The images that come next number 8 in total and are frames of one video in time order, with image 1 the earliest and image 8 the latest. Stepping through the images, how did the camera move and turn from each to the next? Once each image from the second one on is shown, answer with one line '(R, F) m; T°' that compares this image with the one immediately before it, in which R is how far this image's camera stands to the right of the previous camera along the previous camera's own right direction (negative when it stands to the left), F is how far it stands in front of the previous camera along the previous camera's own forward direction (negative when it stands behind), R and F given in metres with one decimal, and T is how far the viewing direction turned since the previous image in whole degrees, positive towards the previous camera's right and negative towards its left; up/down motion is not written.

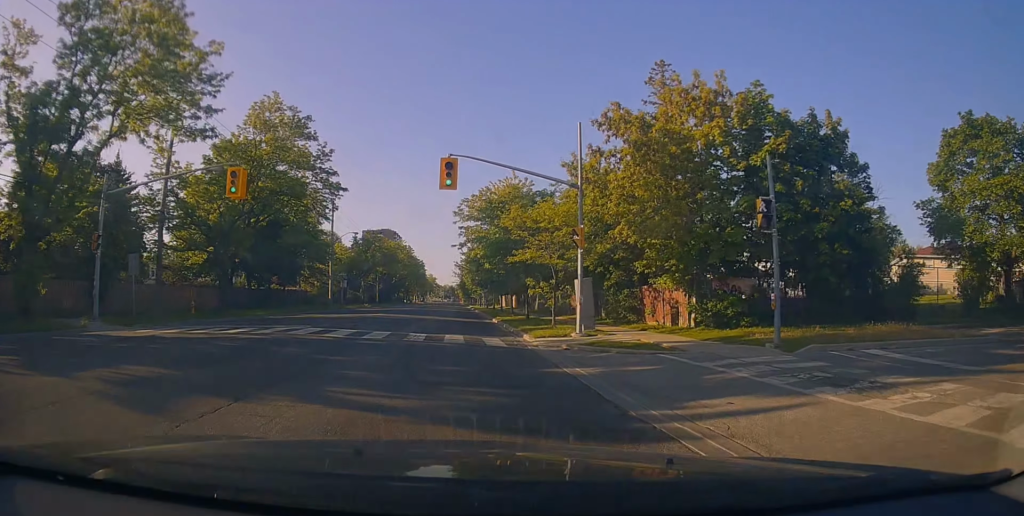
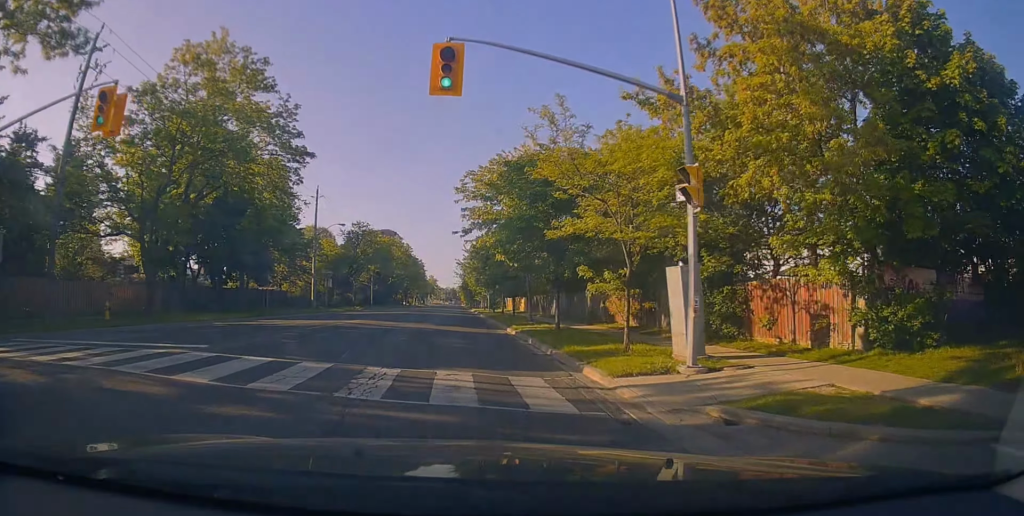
(0.0, +9.4) m; 0°
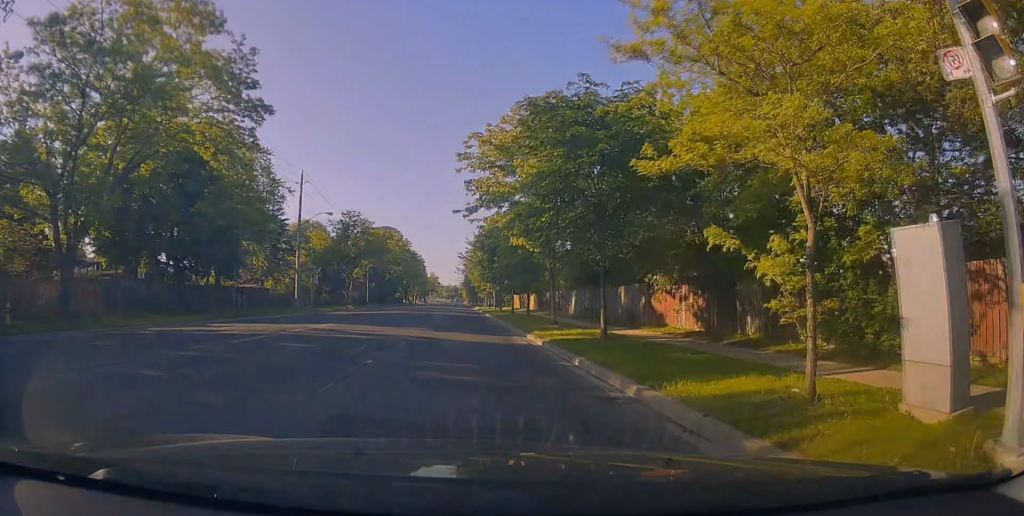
(+0.1, +6.9) m; 0°
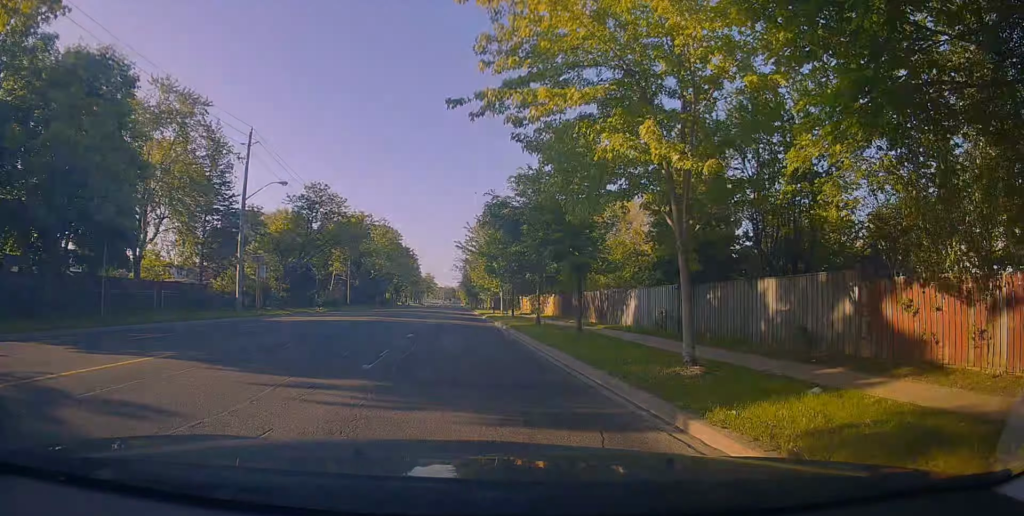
(-0.2, +14.1) m; -1°
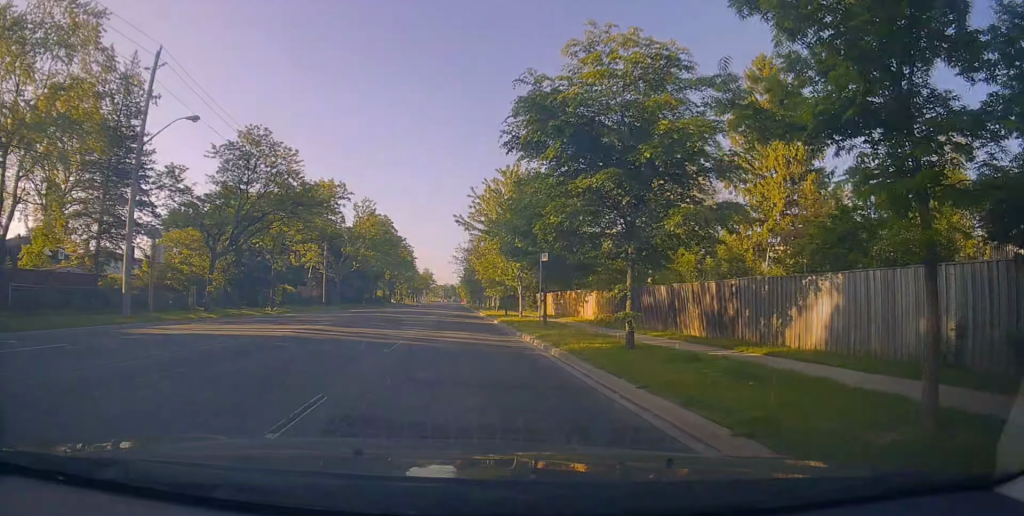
(-0.1, +15.1) m; +1°
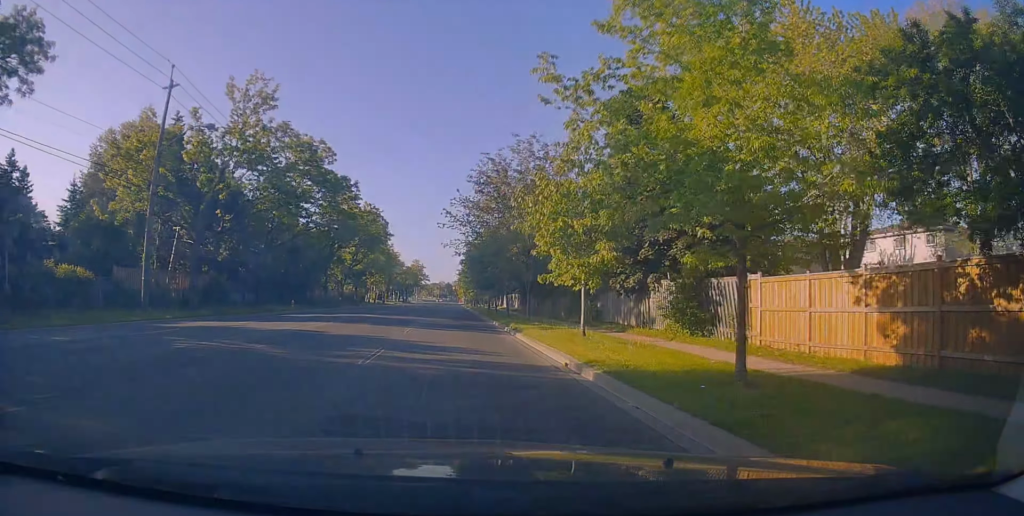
(+0.7, +38.6) m; +1°
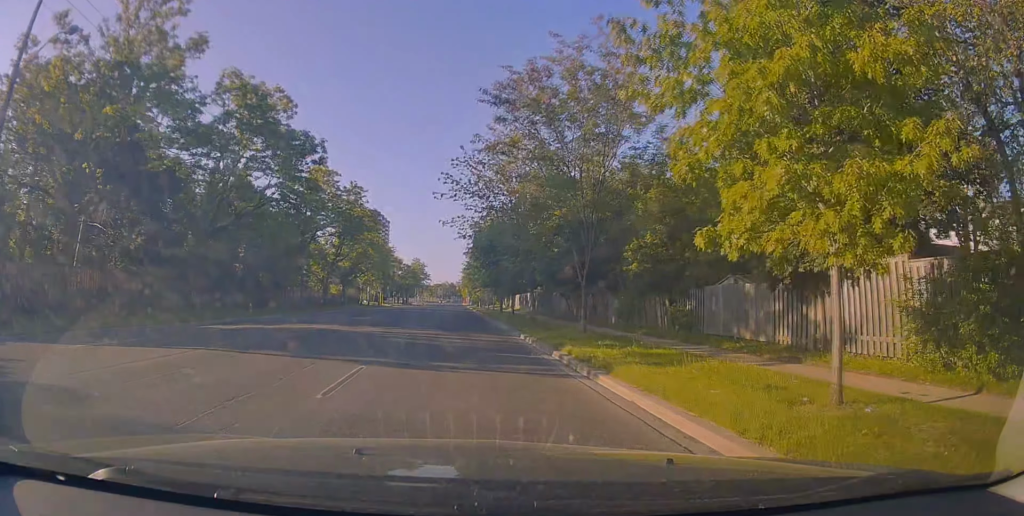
(+0.1, +12.1) m; +1°
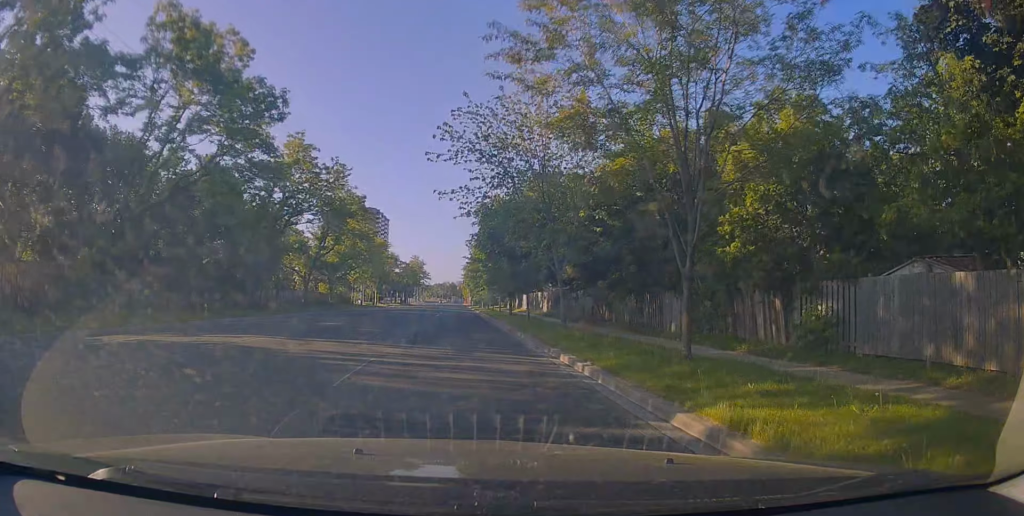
(+0.4, +7.9) m; 0°
